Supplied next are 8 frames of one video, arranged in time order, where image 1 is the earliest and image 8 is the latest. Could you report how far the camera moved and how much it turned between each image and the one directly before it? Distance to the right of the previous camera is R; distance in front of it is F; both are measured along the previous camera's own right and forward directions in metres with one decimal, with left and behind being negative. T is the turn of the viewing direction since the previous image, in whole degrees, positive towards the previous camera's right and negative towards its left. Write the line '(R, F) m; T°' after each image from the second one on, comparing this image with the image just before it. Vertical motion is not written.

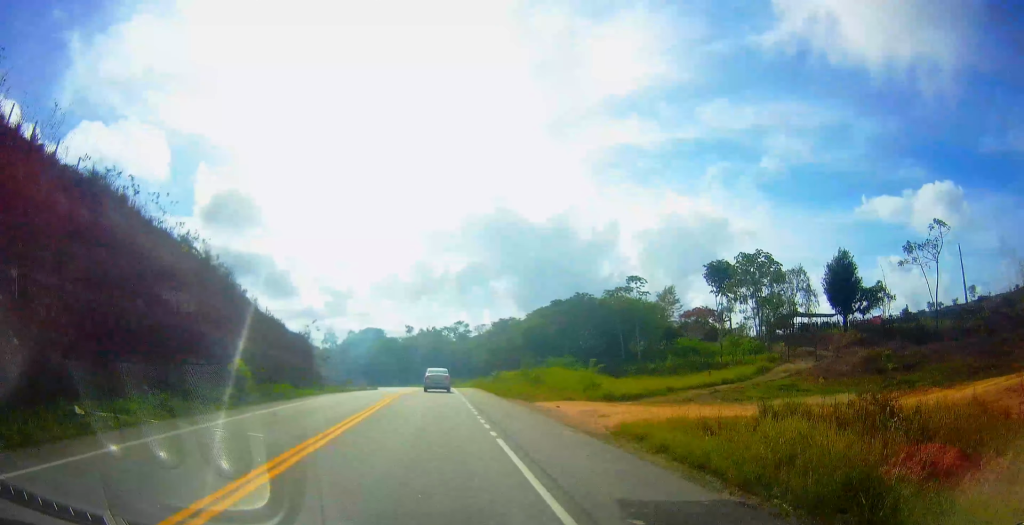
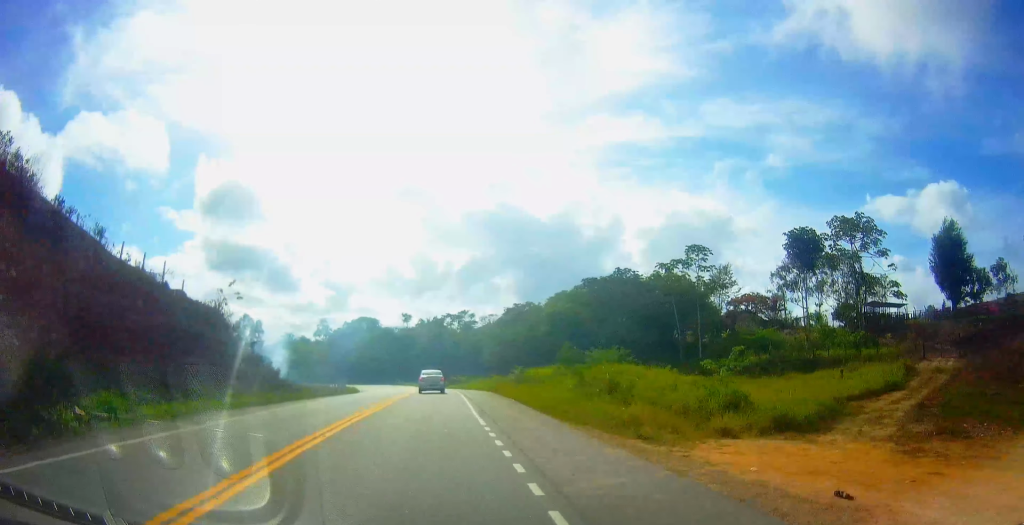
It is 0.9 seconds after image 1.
(-0.4, +20.3) m; -1°
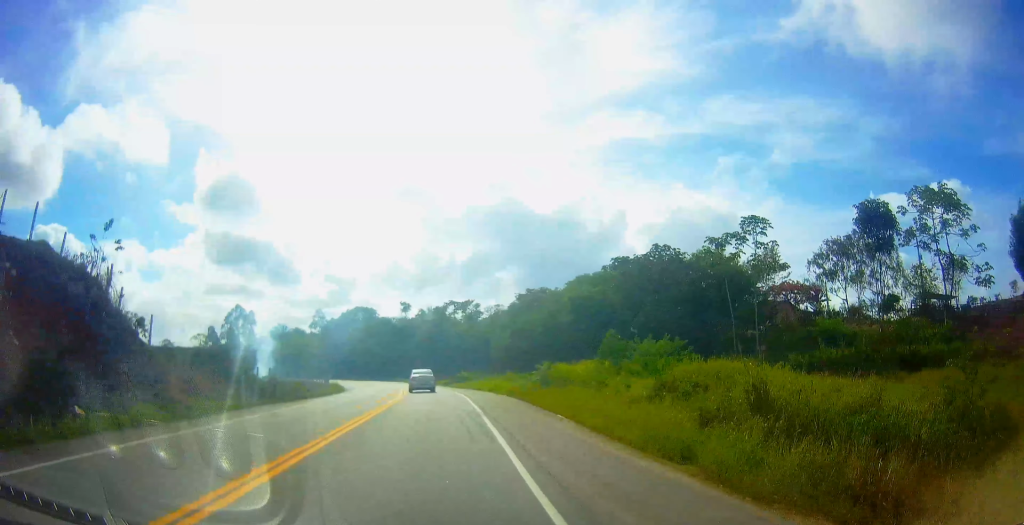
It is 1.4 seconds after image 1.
(-0.1, +12.6) m; 0°
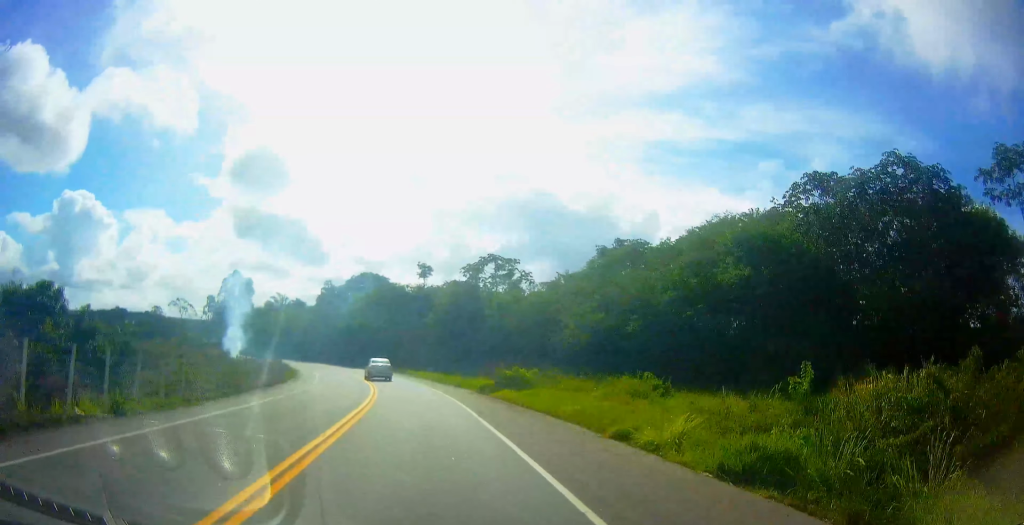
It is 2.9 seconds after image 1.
(0.0, +34.0) m; 0°
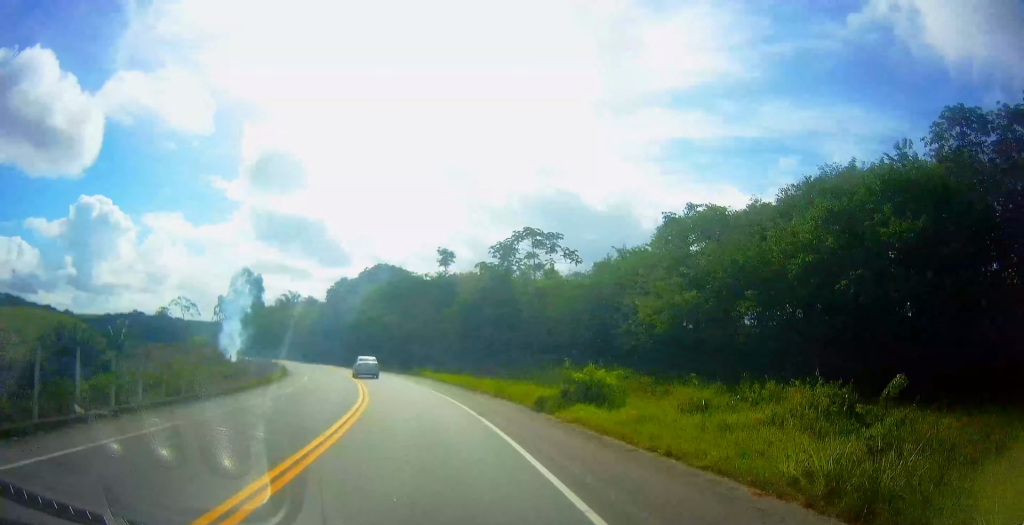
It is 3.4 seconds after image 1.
(0.0, +12.7) m; 0°
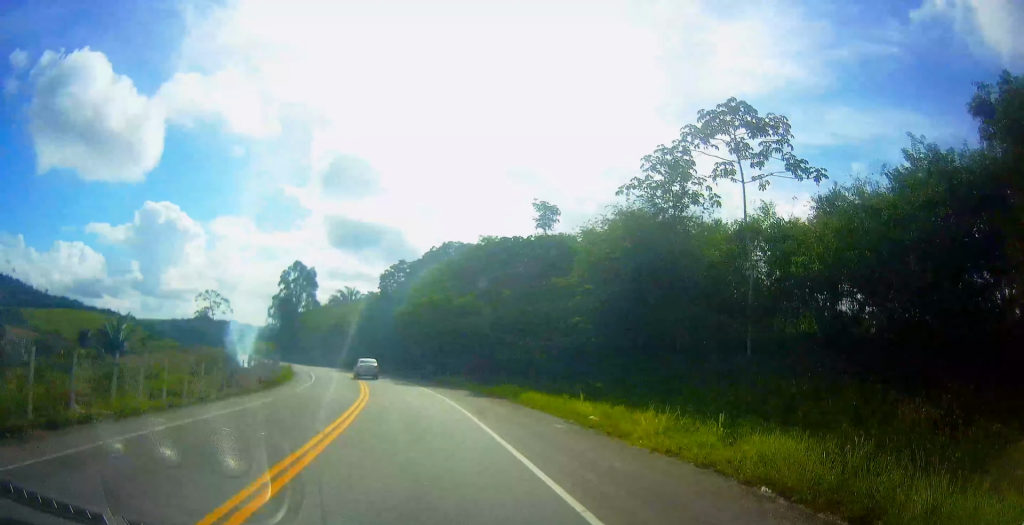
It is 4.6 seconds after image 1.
(-0.2, +26.7) m; -2°
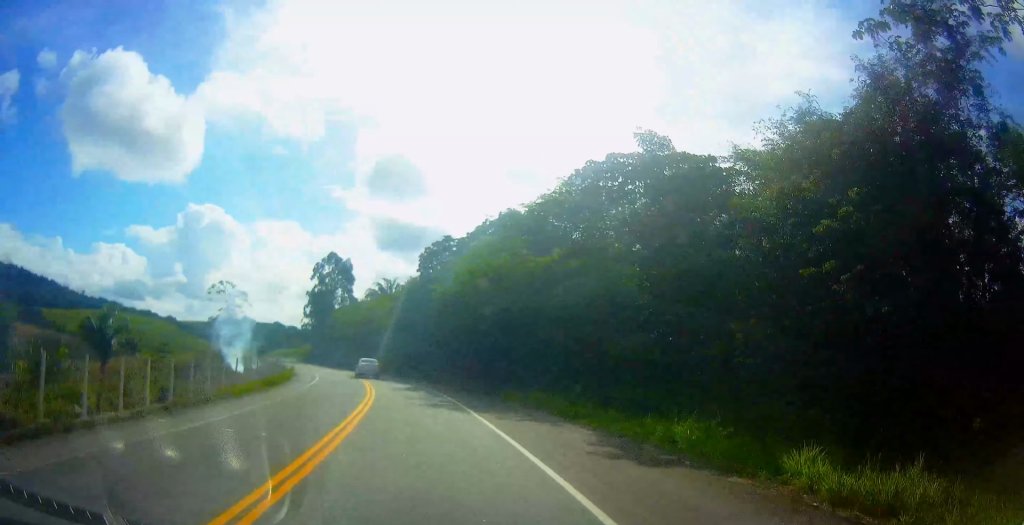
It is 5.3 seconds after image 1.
(-0.1, +16.4) m; -3°
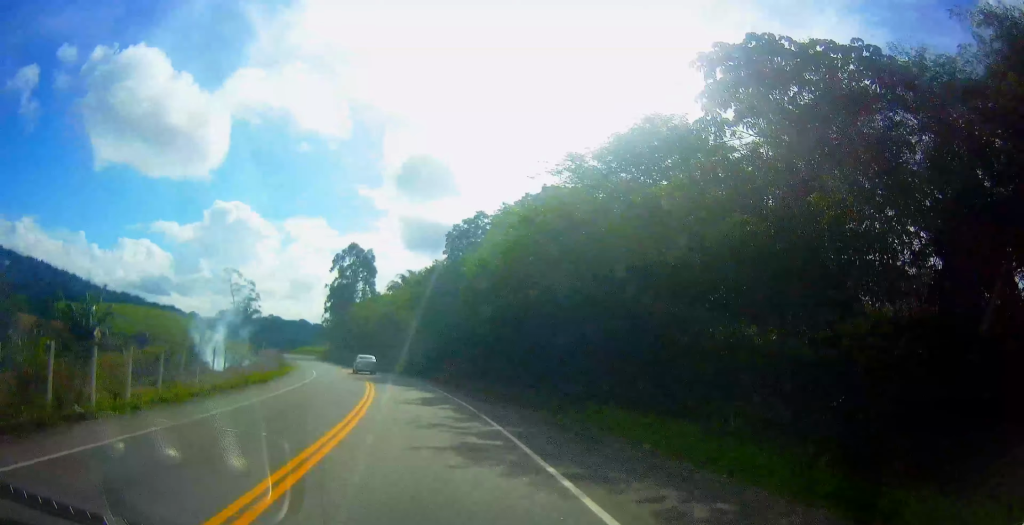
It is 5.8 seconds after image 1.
(-0.4, +10.0) m; -3°
